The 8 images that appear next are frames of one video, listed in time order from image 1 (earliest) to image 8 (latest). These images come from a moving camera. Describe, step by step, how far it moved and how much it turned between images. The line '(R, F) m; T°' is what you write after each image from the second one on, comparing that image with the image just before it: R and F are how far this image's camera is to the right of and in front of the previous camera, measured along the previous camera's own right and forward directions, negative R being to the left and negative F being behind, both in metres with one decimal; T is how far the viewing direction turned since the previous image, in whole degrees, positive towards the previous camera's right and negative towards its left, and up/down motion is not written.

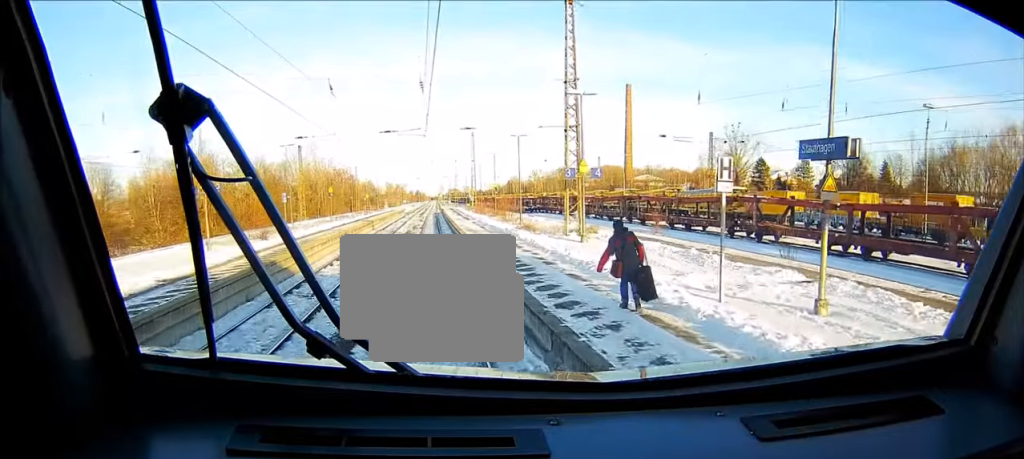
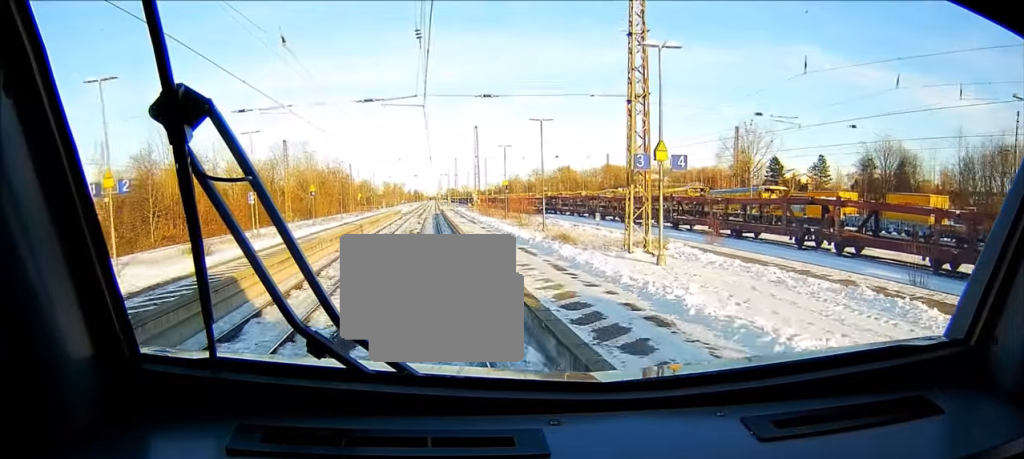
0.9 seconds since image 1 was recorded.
(0.0, +10.0) m; 0°
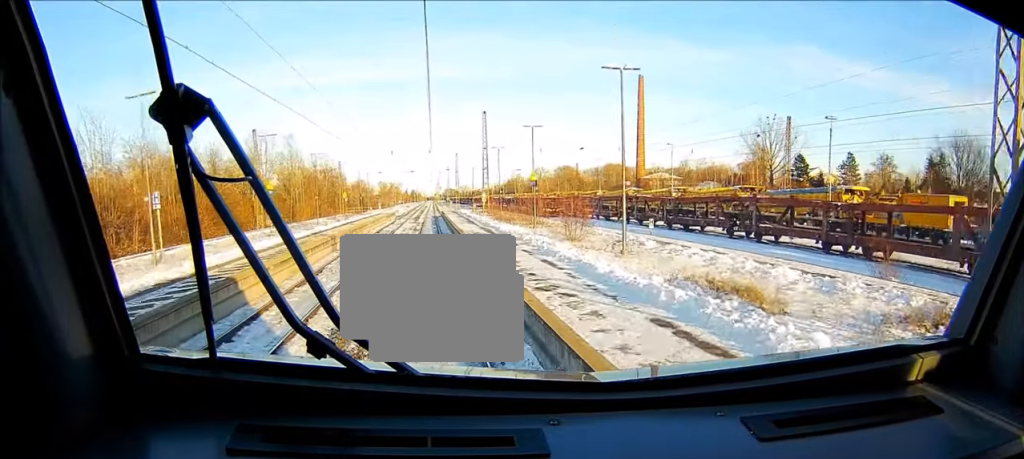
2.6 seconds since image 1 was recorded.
(0.0, +16.3) m; 0°
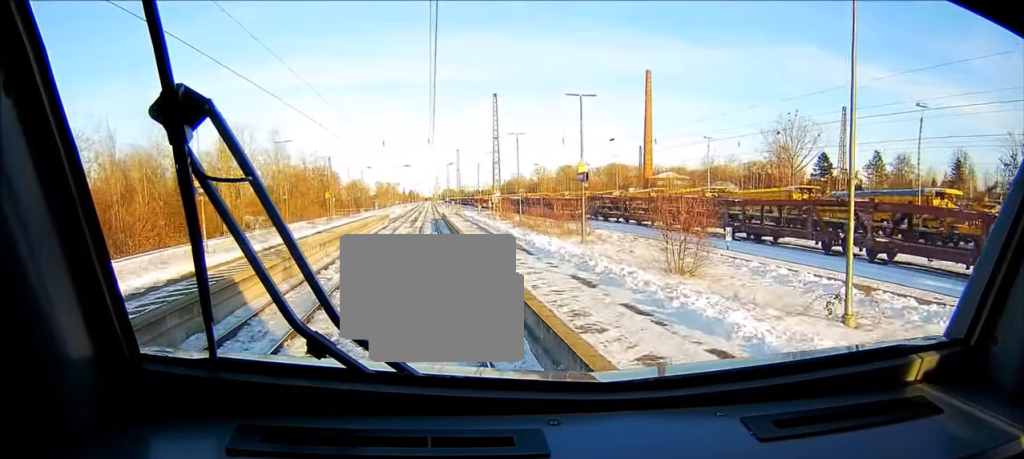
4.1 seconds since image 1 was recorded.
(0.0, +13.8) m; 0°
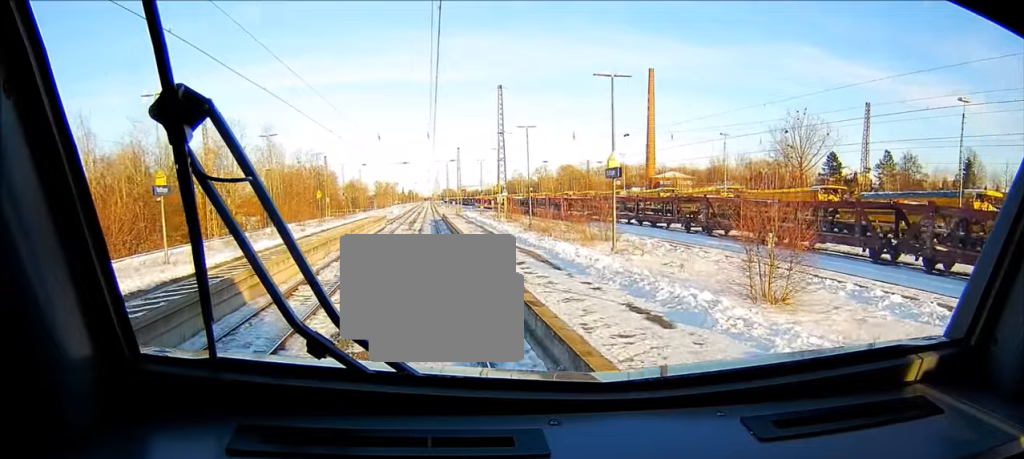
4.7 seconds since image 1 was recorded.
(0.0, +5.1) m; +1°
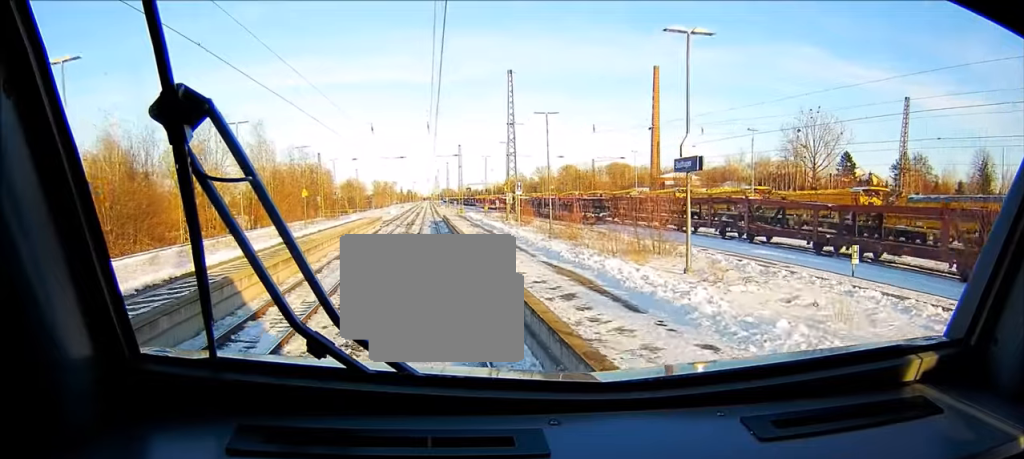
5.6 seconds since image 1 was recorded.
(0.0, +7.6) m; +1°
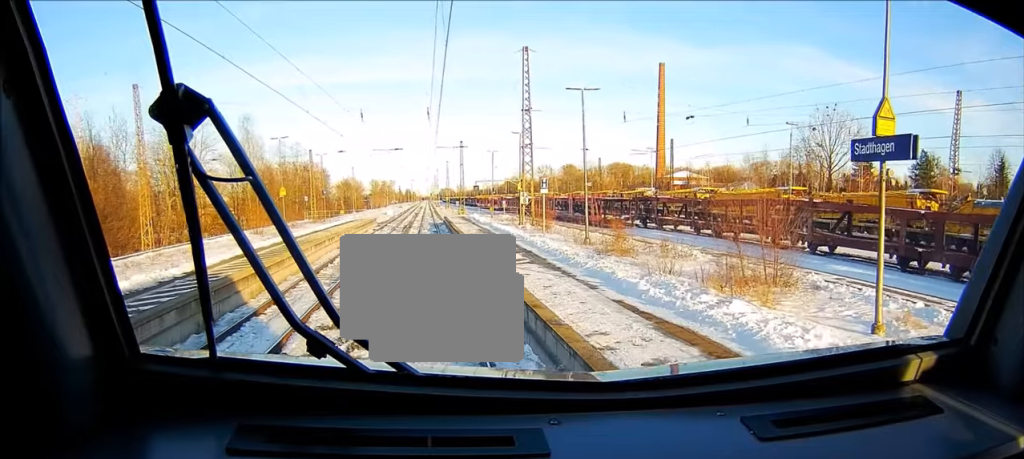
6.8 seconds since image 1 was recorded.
(+0.1, +8.5) m; +1°
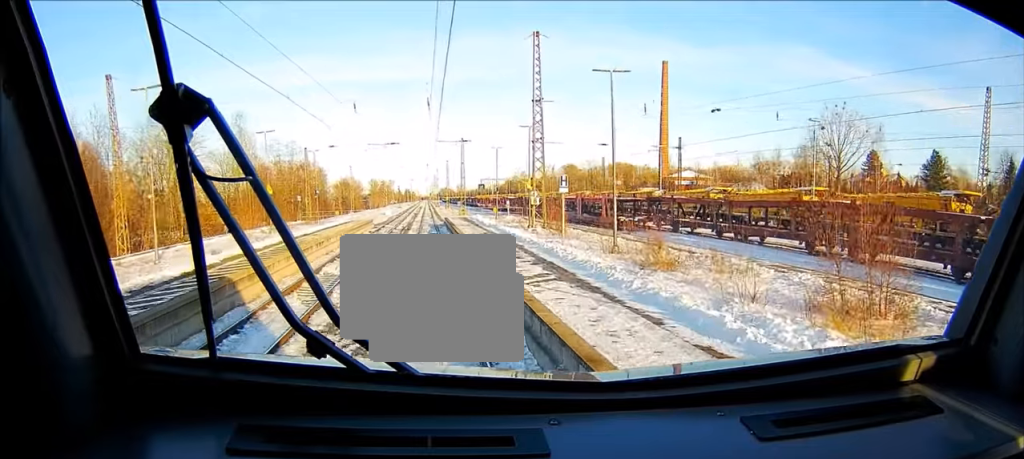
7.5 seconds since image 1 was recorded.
(0.0, +4.4) m; +1°
